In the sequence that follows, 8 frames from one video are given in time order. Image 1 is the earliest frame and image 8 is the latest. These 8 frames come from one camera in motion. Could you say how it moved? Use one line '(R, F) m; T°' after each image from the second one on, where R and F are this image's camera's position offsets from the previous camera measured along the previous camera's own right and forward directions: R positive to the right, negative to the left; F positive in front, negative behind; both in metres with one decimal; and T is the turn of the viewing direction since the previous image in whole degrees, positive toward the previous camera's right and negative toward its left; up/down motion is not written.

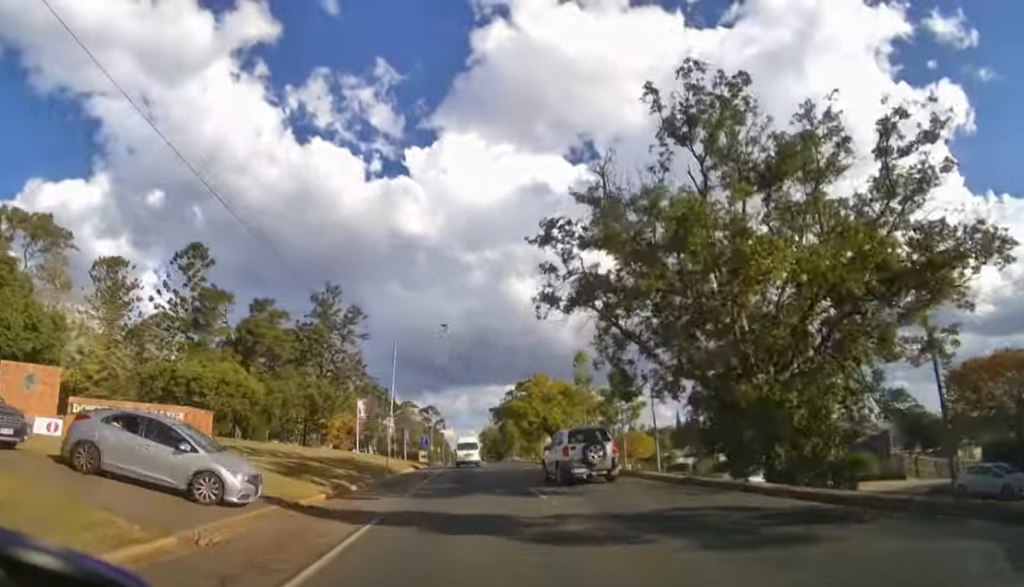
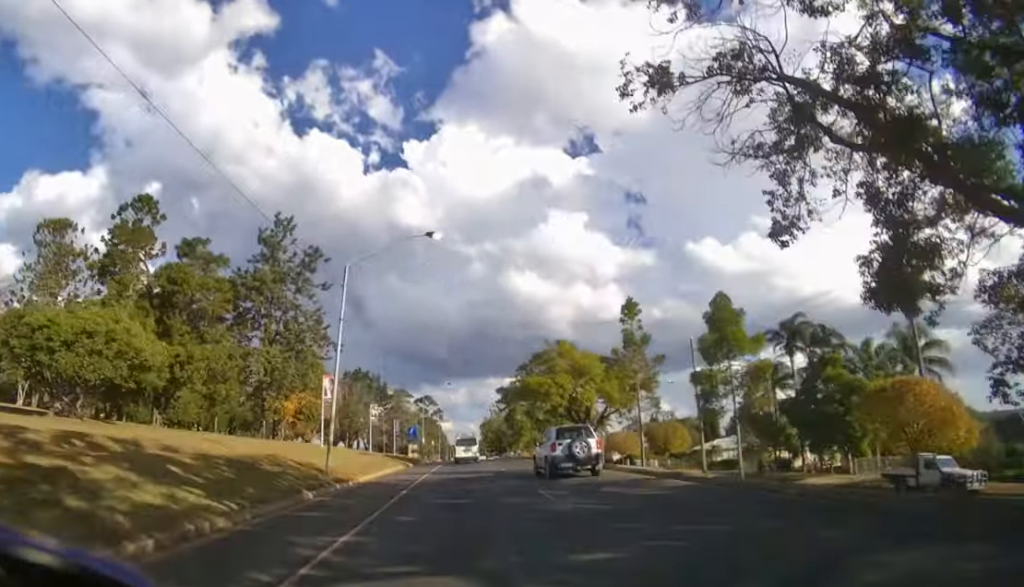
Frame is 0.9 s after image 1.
(0.0, +14.2) m; 0°
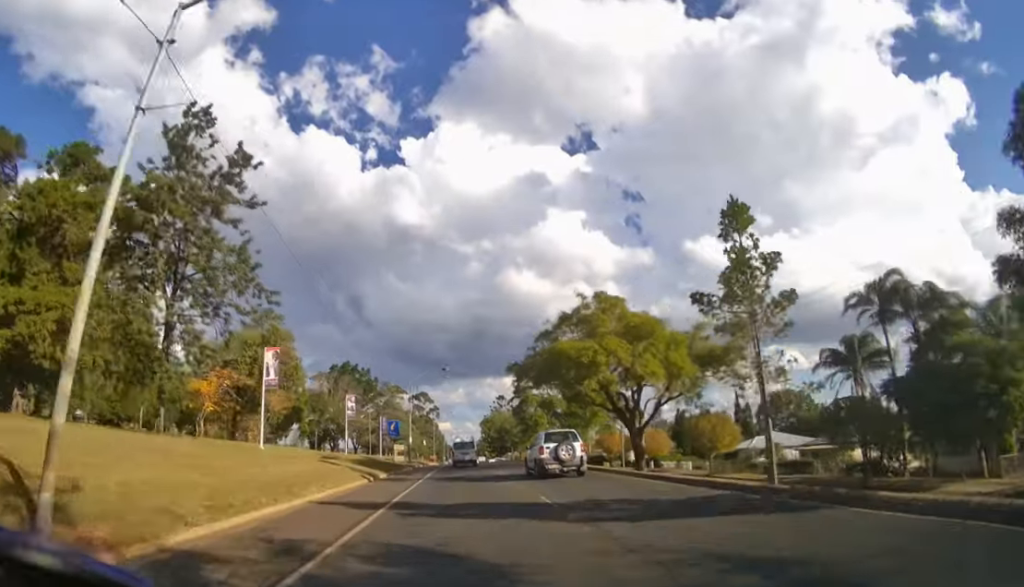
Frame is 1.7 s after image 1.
(0.0, +12.0) m; 0°
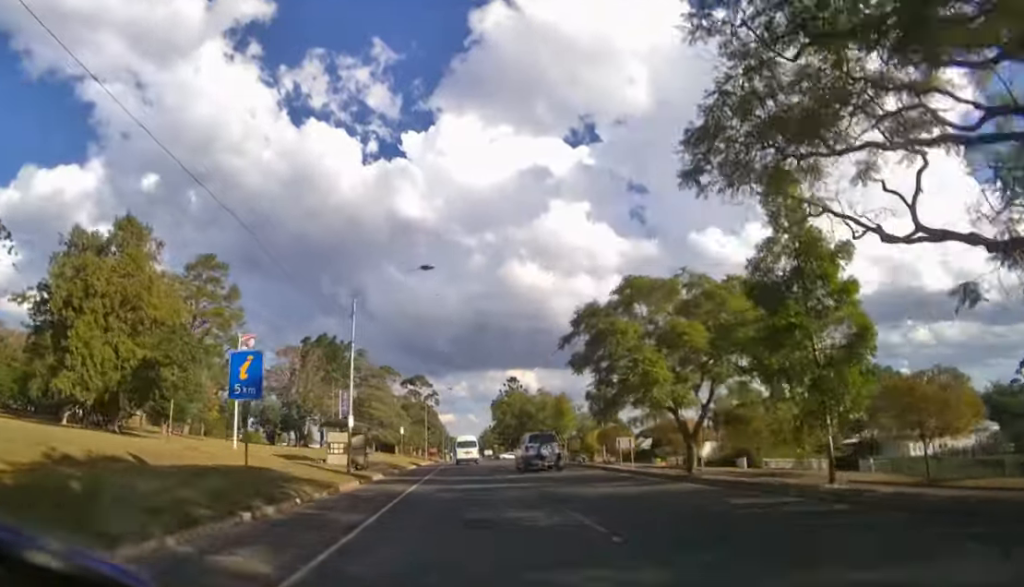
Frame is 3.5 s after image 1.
(0.0, +25.3) m; 0°
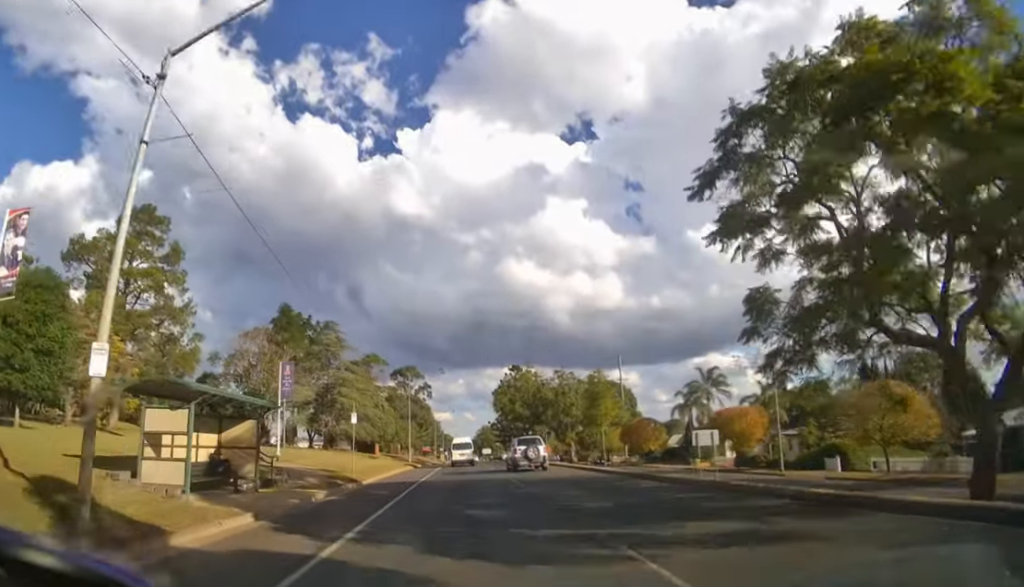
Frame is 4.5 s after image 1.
(0.0, +14.8) m; 0°
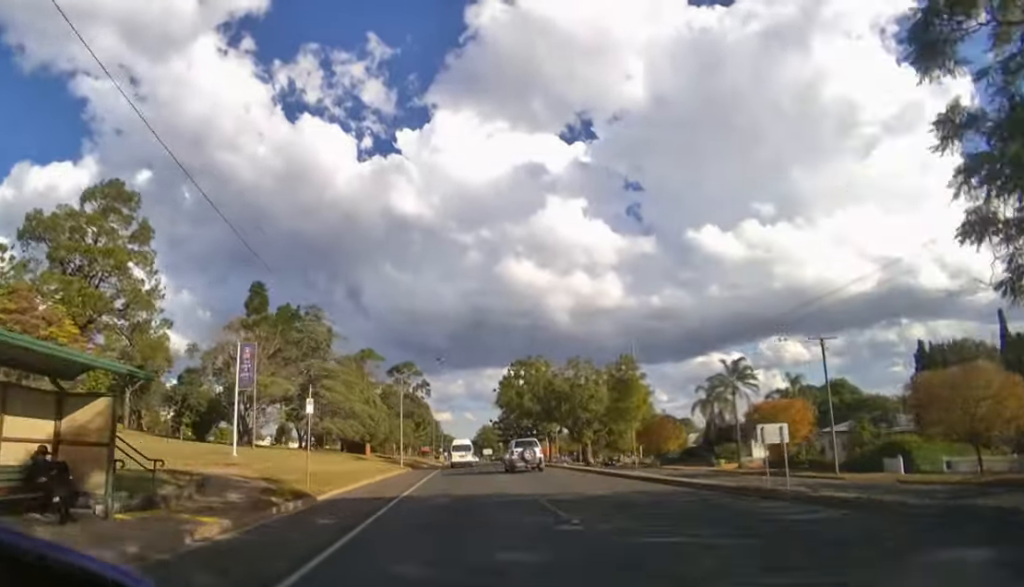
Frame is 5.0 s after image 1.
(0.0, +6.4) m; 0°
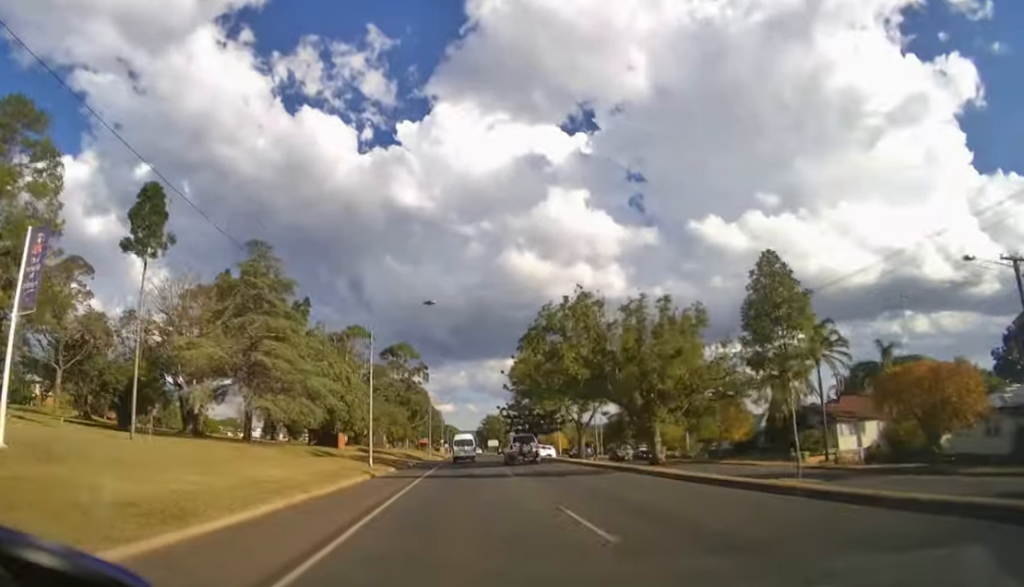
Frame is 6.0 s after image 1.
(0.0, +15.3) m; 0°
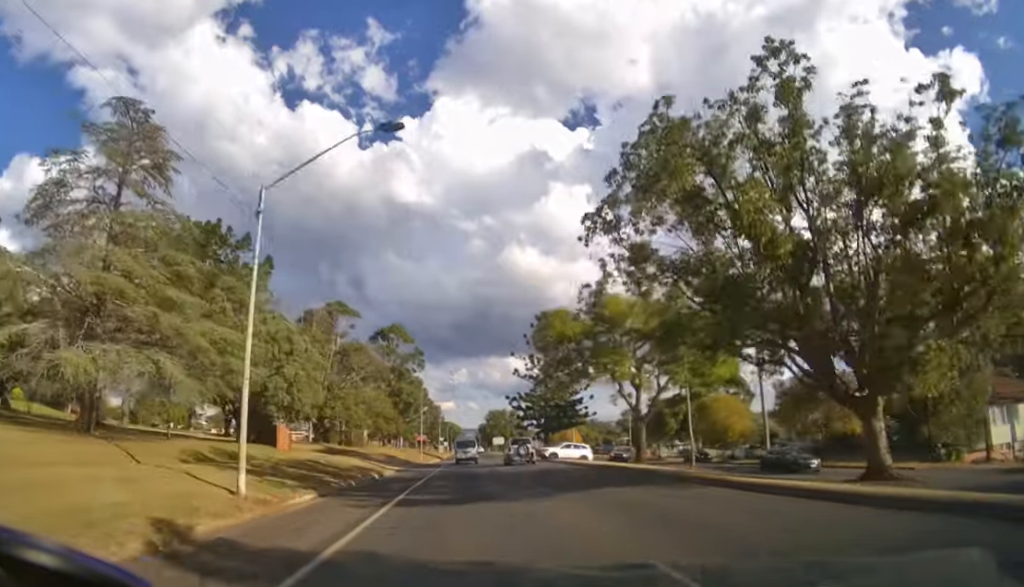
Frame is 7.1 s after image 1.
(0.0, +16.2) m; 0°
